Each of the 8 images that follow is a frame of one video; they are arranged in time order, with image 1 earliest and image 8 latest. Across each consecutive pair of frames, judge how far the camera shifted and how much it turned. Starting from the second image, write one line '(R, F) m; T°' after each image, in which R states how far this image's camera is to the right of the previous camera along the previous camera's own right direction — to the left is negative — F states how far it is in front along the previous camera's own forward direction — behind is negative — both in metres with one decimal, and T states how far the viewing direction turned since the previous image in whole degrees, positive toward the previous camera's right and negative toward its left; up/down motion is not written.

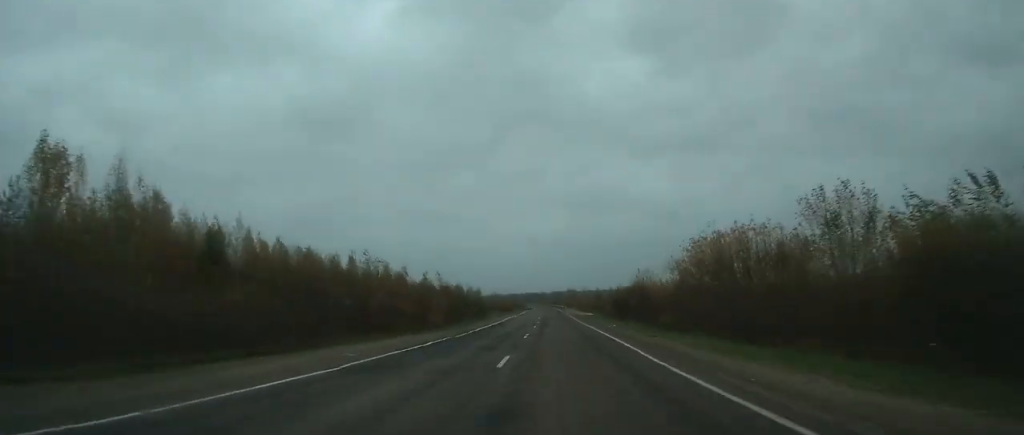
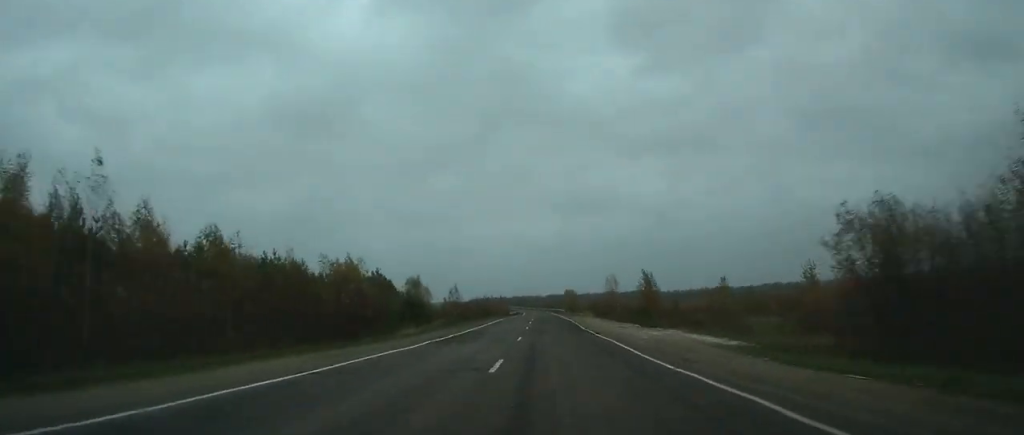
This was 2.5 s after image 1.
(+0.1, +65.0) m; 0°
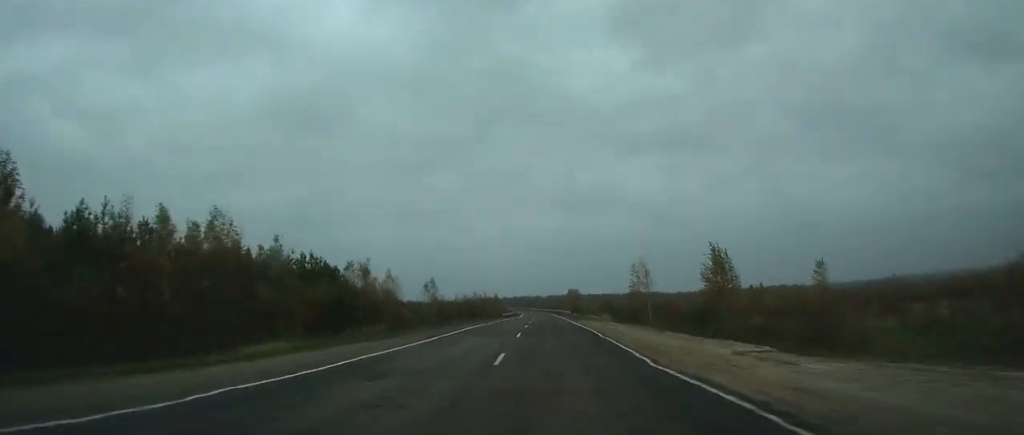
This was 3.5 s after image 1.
(0.0, +23.9) m; 0°
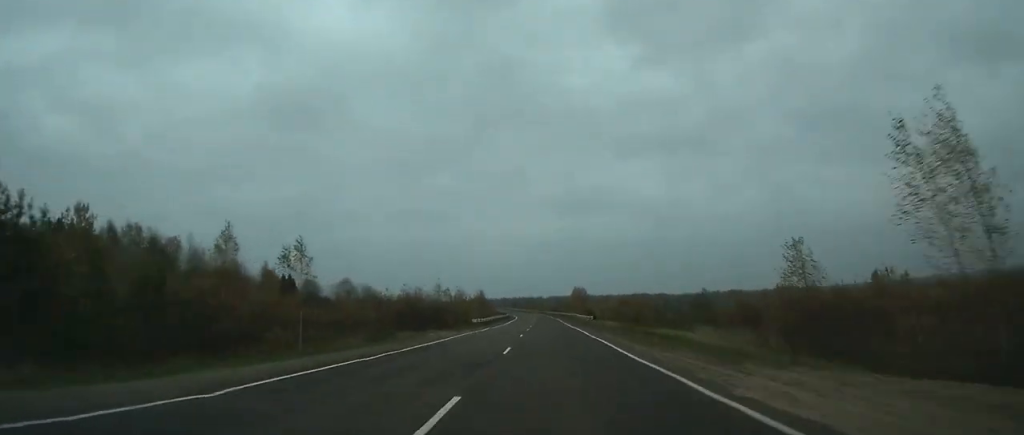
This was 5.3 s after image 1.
(0.0, +44.8) m; 0°
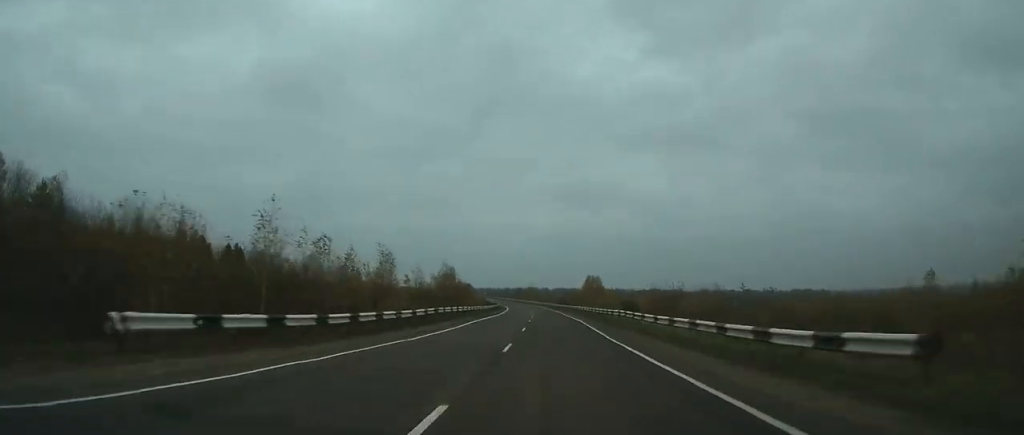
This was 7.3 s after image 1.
(-0.2, +48.7) m; -1°
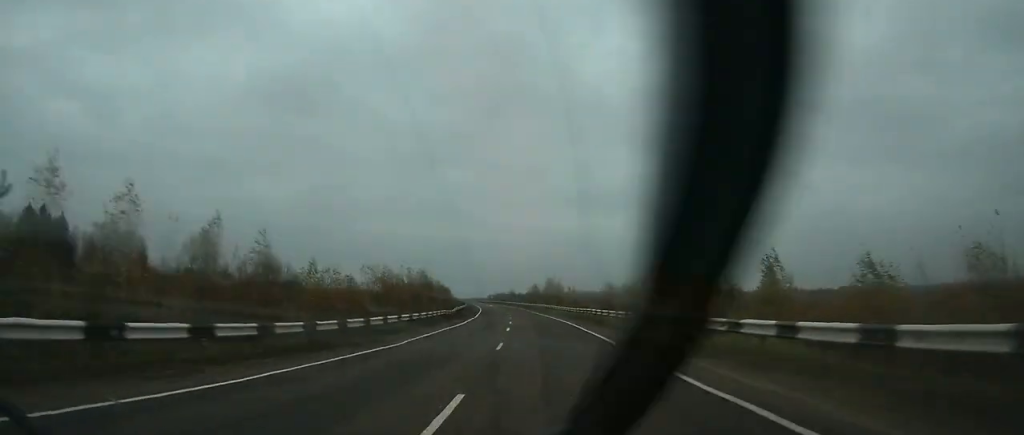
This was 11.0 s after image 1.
(-1.8, +95.0) m; -3°
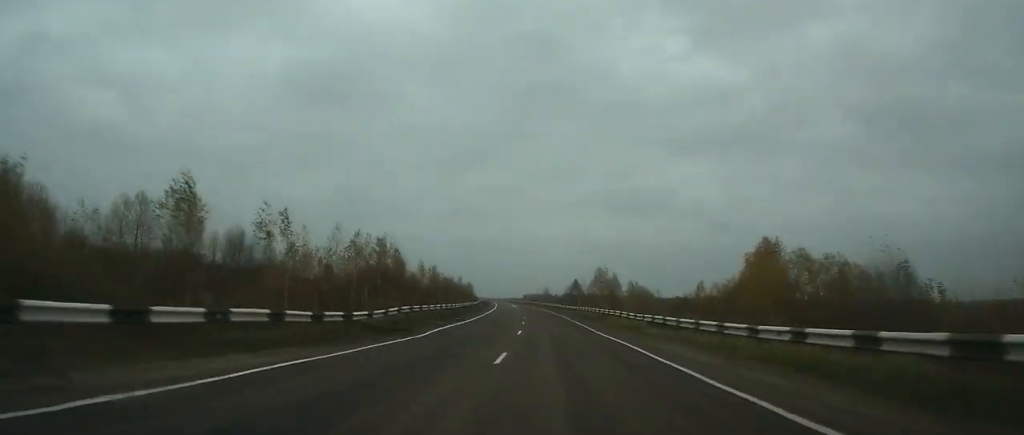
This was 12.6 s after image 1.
(-0.8, +43.4) m; -2°
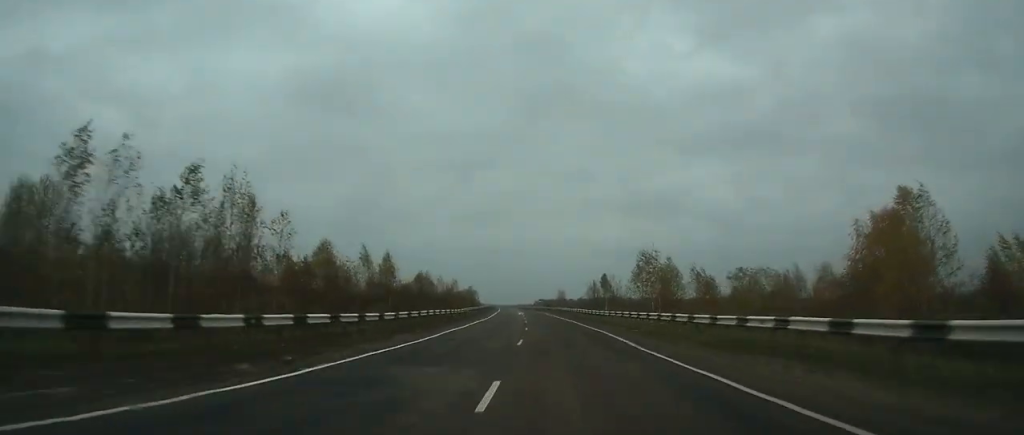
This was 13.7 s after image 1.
(-0.2, +30.7) m; -2°
